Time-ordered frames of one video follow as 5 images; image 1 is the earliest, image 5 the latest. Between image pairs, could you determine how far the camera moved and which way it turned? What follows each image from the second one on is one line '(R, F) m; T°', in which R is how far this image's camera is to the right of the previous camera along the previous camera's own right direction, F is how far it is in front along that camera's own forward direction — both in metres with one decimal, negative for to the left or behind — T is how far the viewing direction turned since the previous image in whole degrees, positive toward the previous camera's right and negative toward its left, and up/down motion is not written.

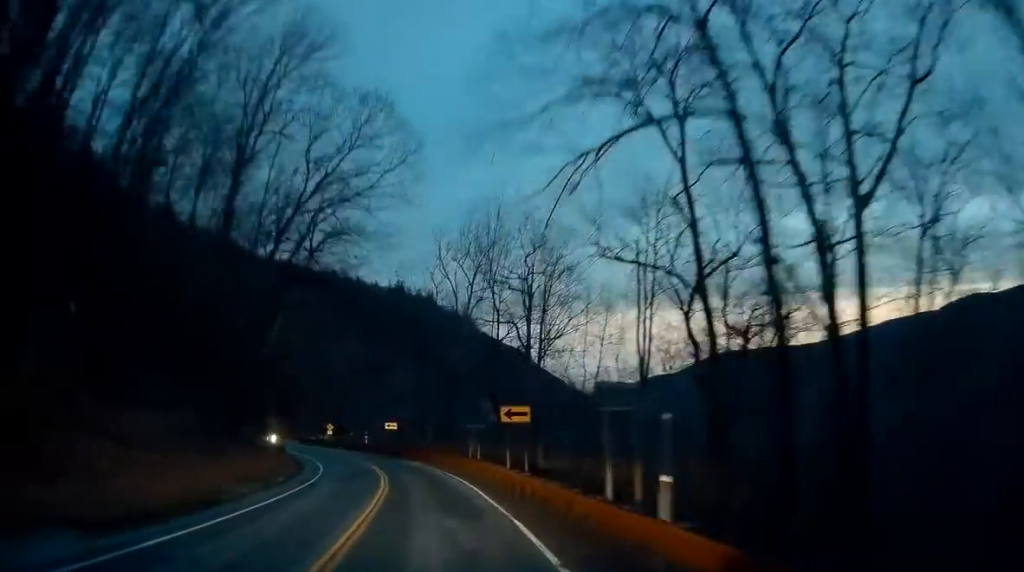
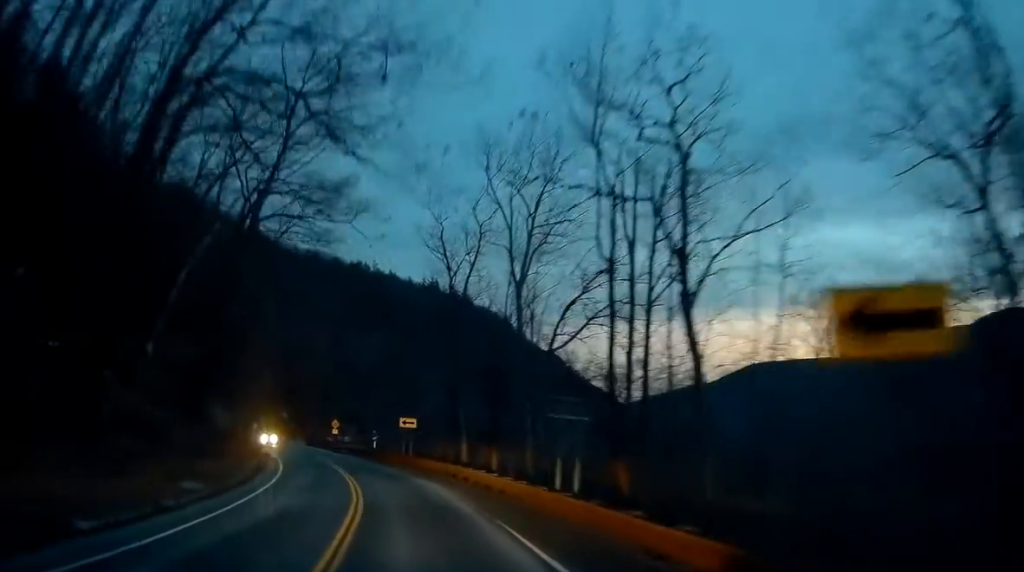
(-0.8, +18.6) m; -4°
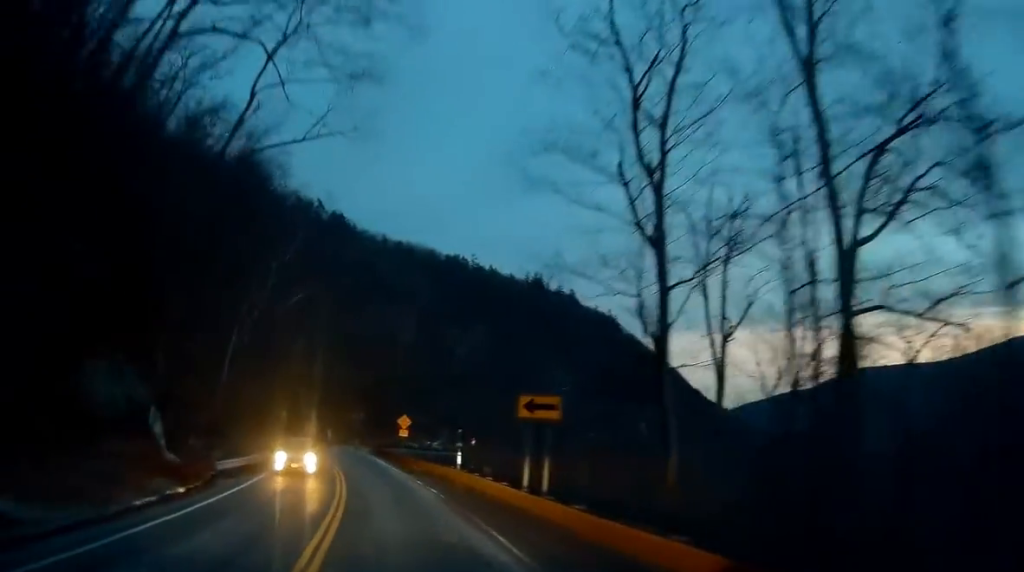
(-1.2, +24.2) m; -8°
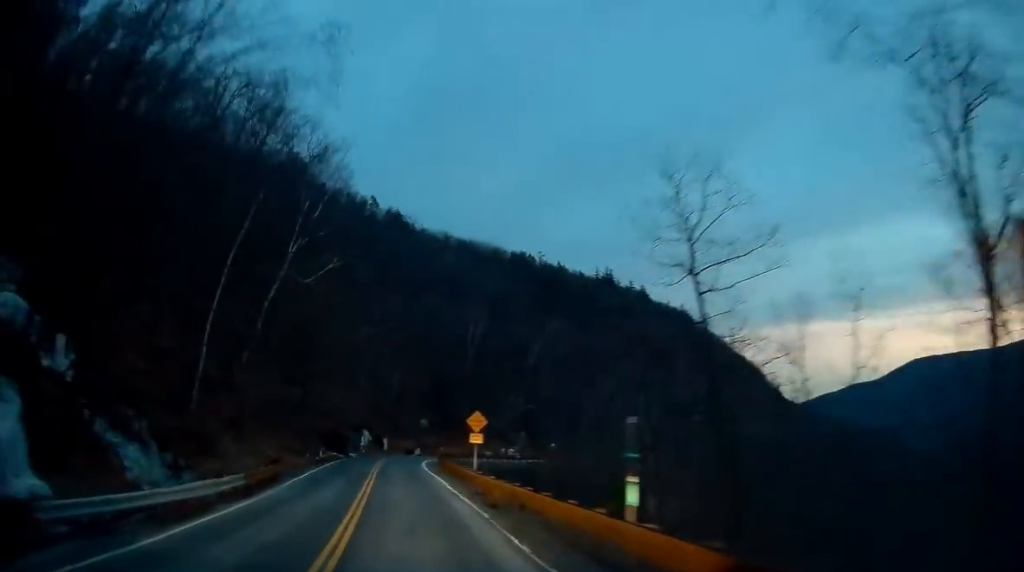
(-0.9, +14.1) m; -5°
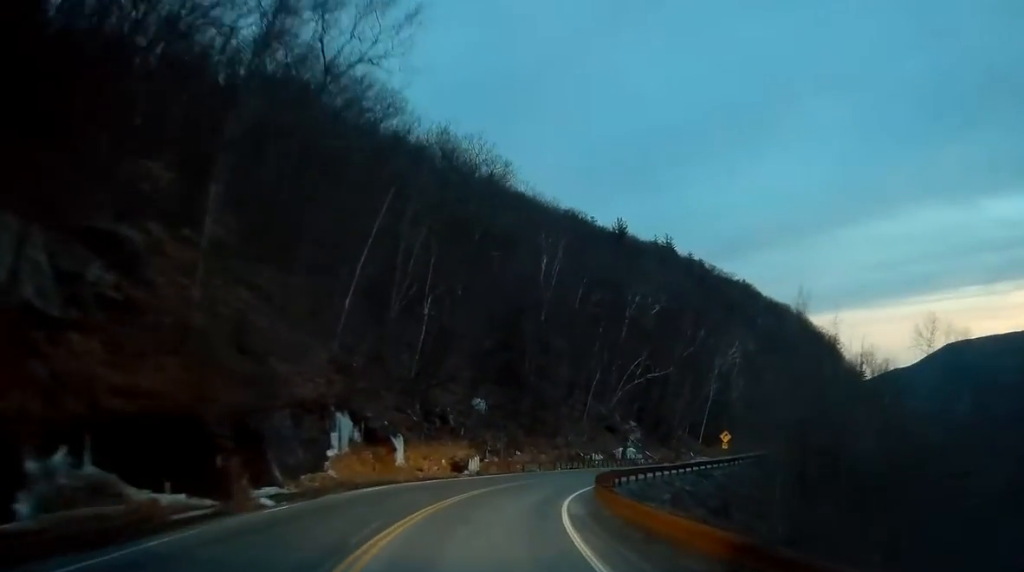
(-4.0, +45.7) m; -3°
